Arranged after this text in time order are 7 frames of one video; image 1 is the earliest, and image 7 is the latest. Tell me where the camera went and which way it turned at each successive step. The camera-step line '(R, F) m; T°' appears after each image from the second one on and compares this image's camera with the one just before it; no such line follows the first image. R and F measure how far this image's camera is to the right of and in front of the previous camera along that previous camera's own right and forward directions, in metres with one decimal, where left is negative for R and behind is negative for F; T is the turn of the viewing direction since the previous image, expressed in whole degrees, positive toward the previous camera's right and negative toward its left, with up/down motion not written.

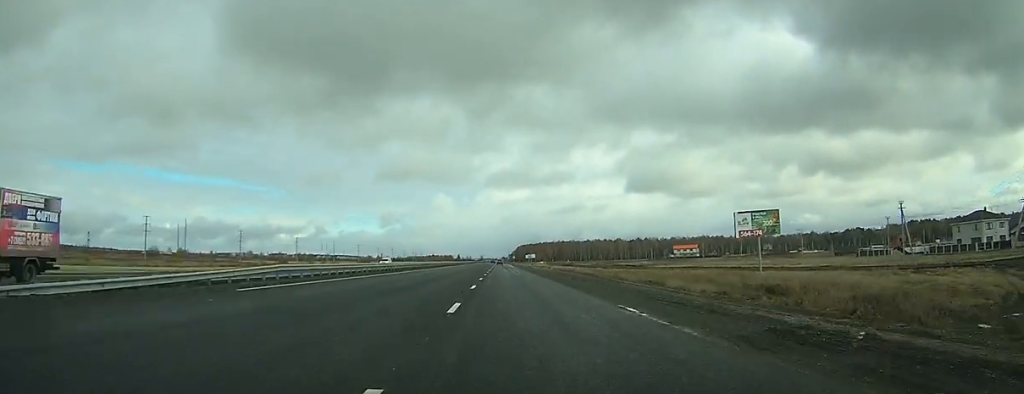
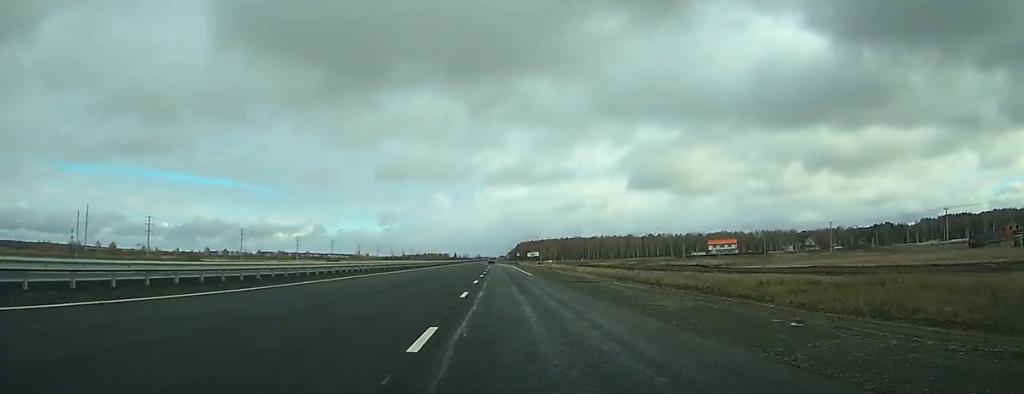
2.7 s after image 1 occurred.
(-0.1, +63.8) m; 0°
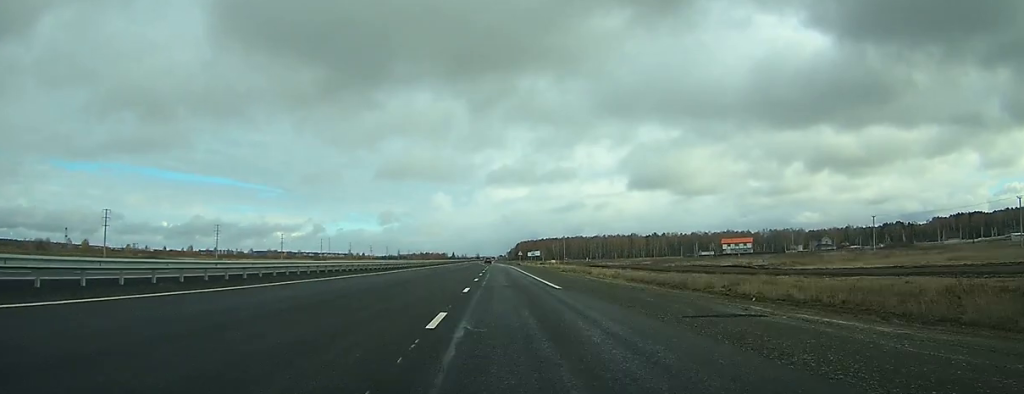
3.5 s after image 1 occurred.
(0.0, +20.6) m; 0°
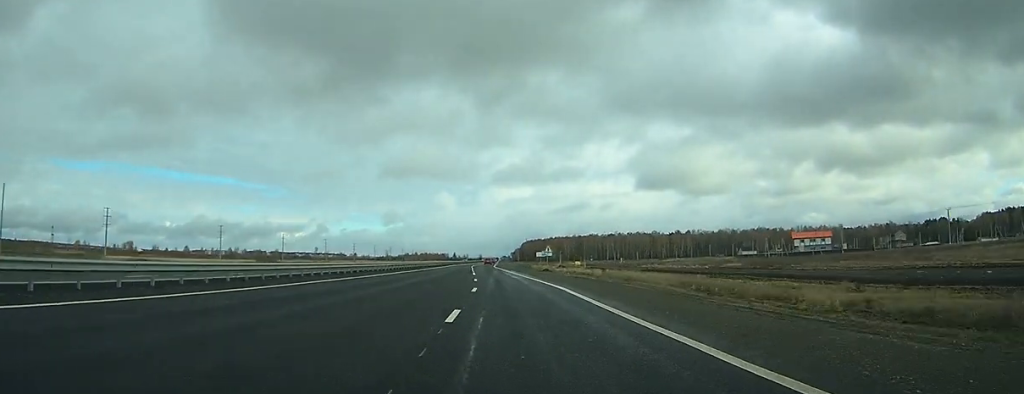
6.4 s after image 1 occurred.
(-0.2, +72.8) m; -1°
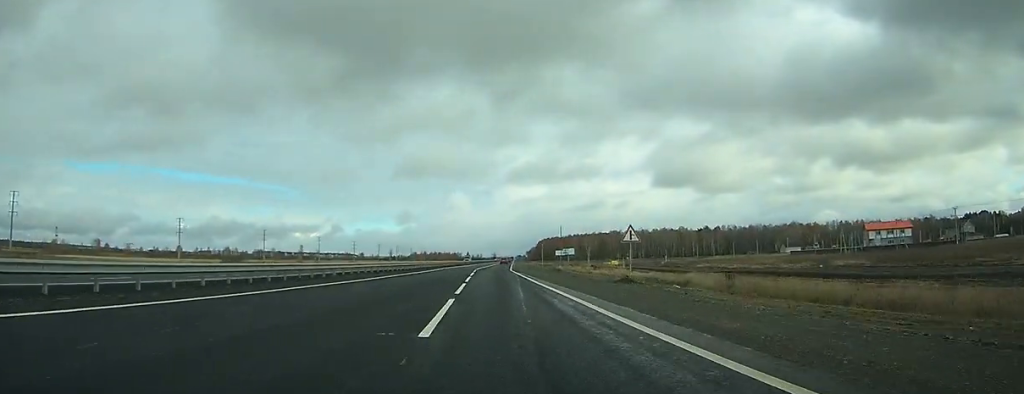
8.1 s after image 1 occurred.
(-0.3, +42.1) m; -1°
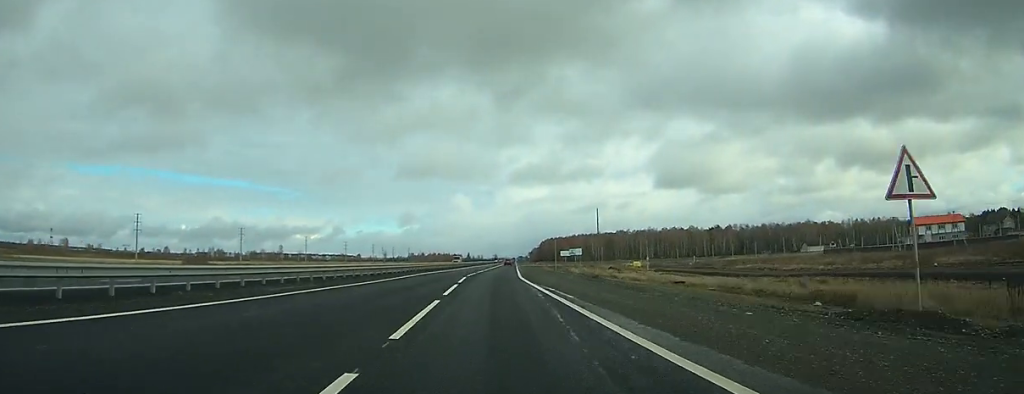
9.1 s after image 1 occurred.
(-0.4, +24.3) m; 0°
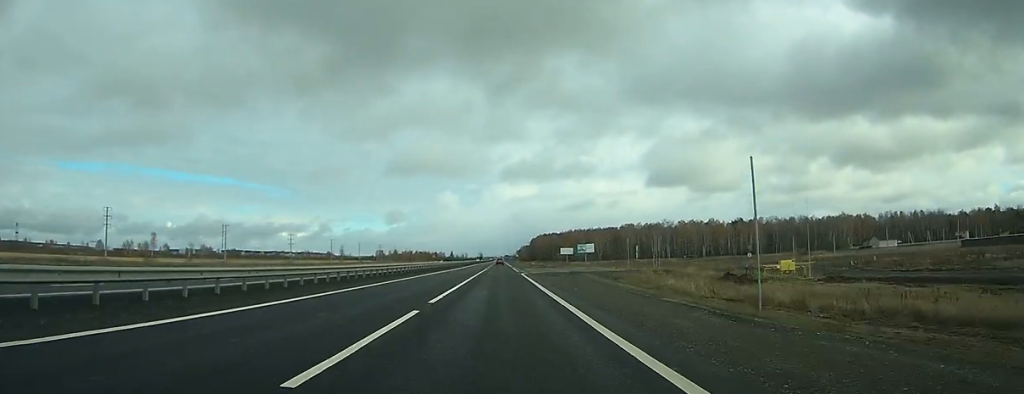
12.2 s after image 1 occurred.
(+0.7, +73.6) m; +1°
